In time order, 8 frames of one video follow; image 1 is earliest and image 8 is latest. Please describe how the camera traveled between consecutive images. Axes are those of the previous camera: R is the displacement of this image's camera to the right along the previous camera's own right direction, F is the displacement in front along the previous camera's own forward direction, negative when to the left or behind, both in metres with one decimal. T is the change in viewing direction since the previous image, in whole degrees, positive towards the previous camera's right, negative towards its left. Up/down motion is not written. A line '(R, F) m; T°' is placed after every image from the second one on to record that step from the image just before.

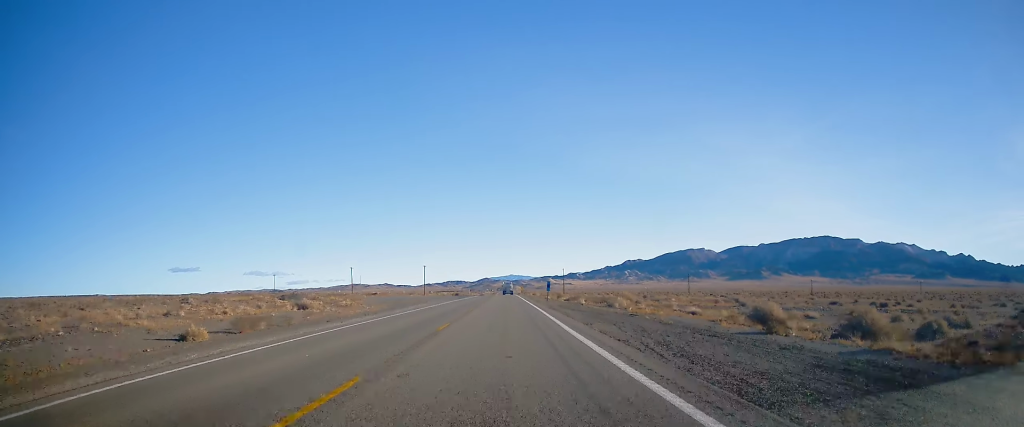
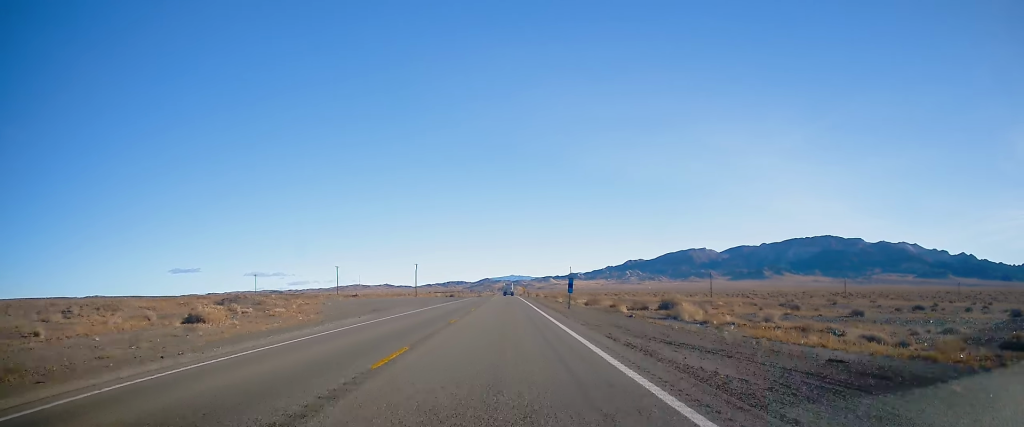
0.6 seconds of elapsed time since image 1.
(+0.2, +20.1) m; 0°
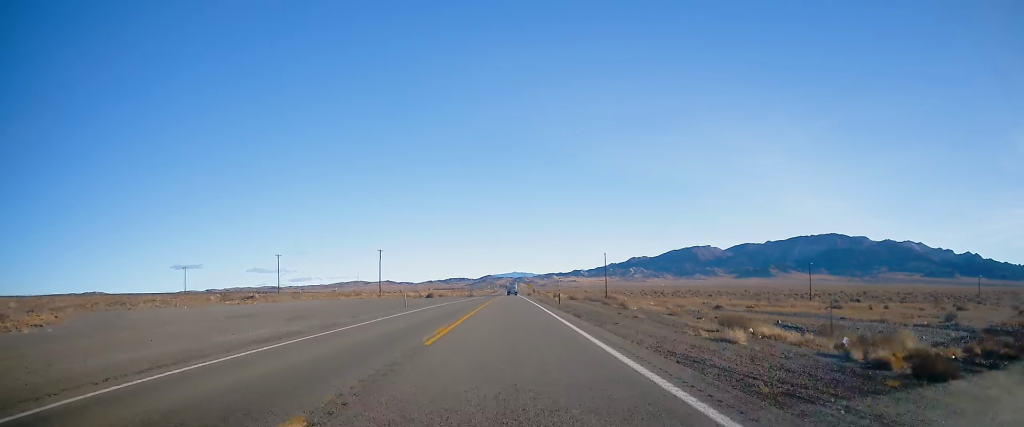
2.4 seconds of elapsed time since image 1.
(-0.5, +56.4) m; 0°
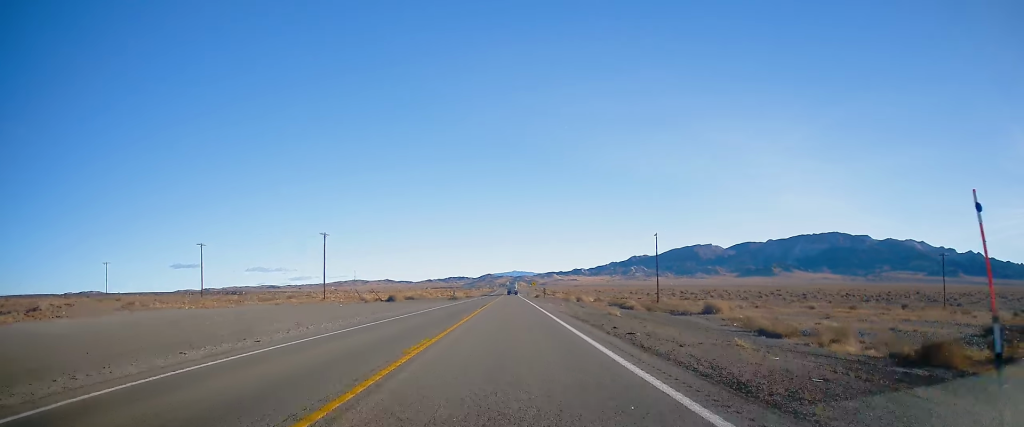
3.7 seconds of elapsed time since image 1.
(-0.3, +39.5) m; -1°
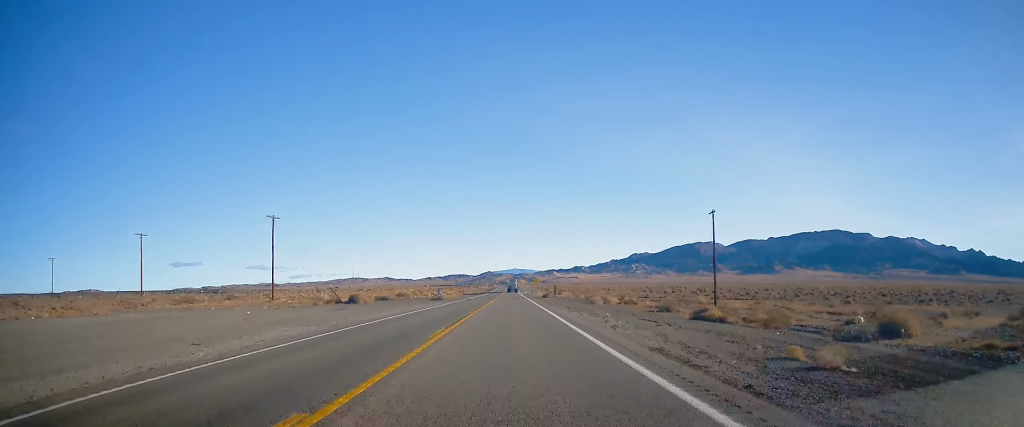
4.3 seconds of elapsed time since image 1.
(0.0, +20.8) m; 0°
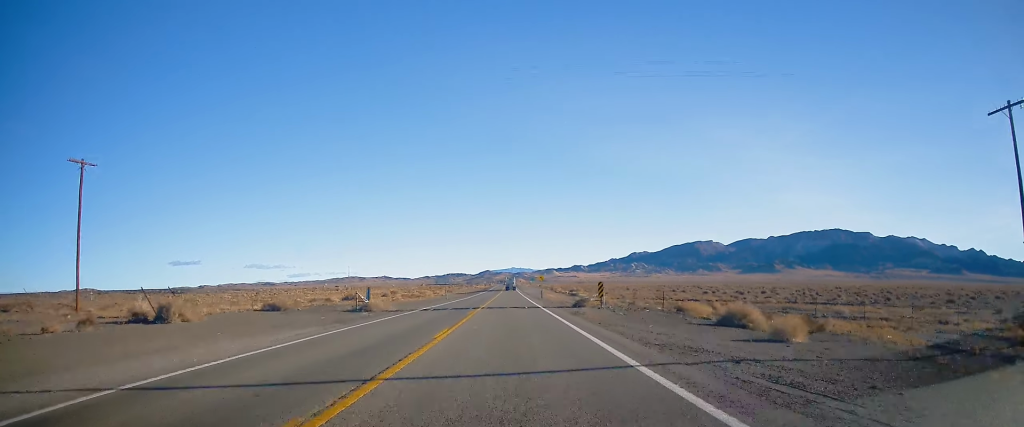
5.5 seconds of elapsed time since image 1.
(+0.4, +36.3) m; +1°
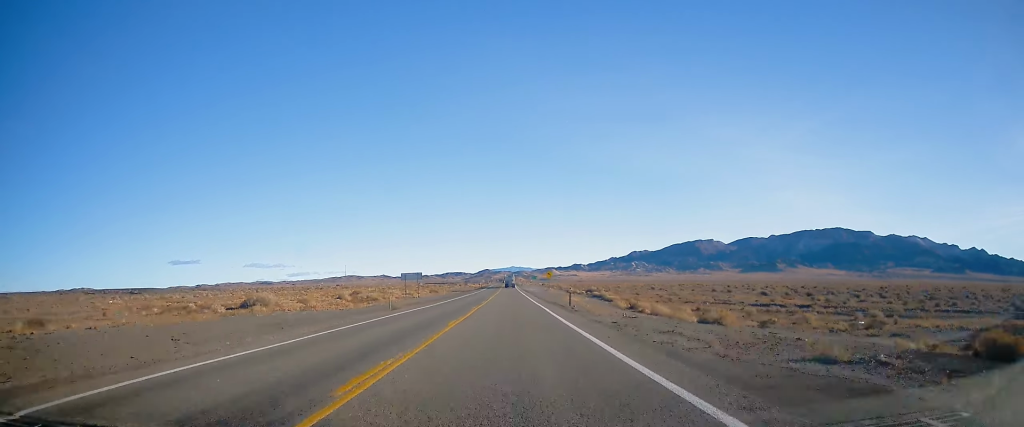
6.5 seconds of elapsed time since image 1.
(0.0, +32.1) m; 0°
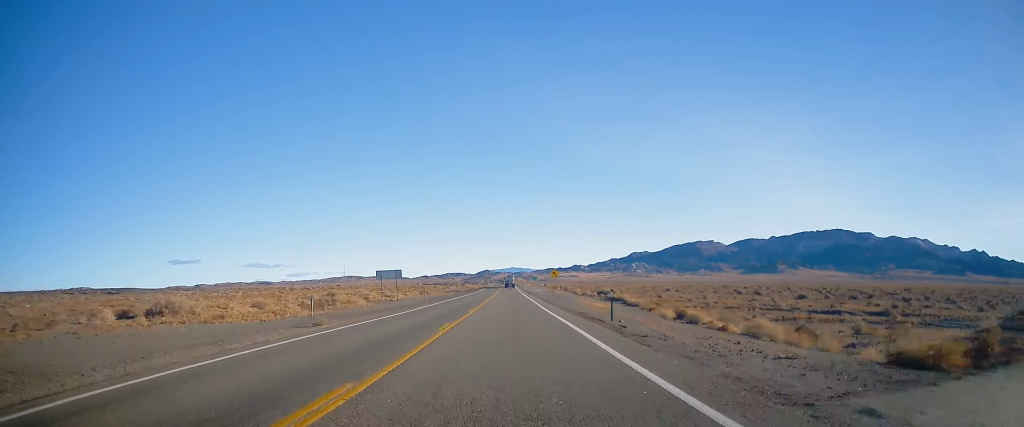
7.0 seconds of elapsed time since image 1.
(0.0, +14.5) m; 0°
